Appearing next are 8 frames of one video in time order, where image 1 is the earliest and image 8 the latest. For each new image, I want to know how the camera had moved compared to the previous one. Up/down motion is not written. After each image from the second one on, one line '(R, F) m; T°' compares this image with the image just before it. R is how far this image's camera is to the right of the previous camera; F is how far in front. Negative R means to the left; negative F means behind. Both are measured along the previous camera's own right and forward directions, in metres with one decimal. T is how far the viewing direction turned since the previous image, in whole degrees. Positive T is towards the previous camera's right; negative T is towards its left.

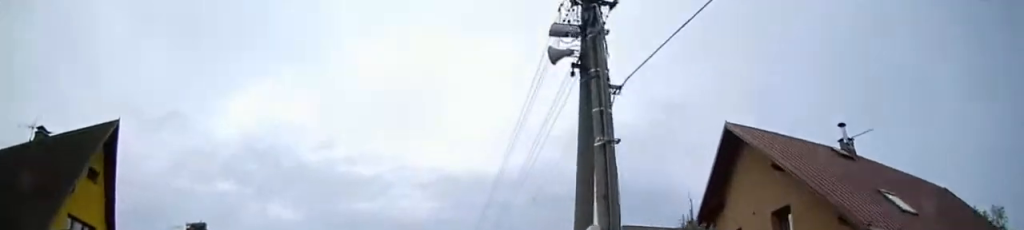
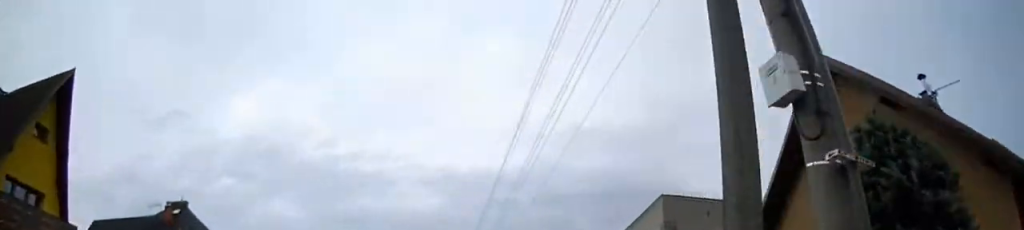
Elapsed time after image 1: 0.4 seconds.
(0.0, +4.4) m; -1°
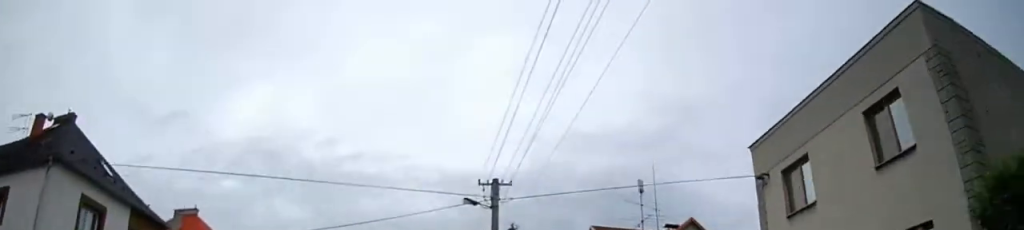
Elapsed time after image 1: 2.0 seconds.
(-0.3, +15.4) m; -1°
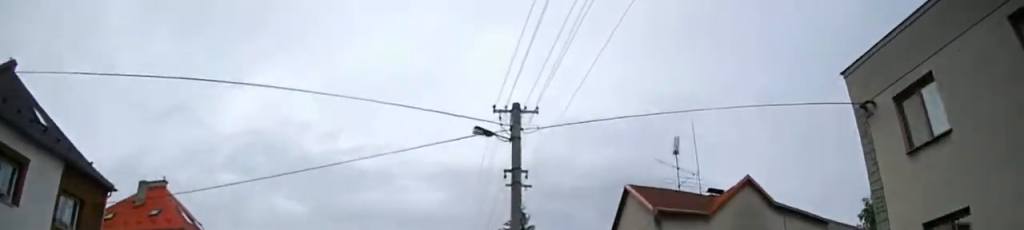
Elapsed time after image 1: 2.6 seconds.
(0.0, +5.4) m; 0°
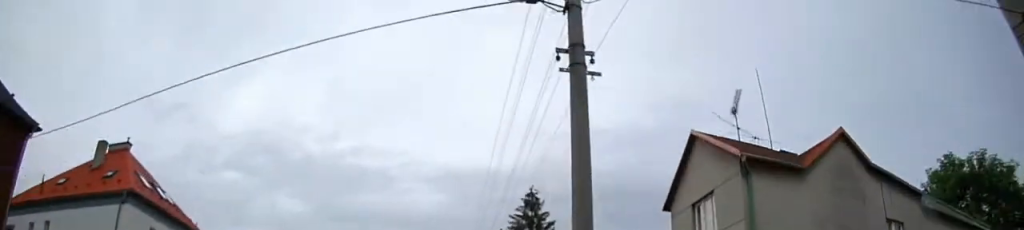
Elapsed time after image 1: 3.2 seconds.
(-0.1, +5.8) m; 0°
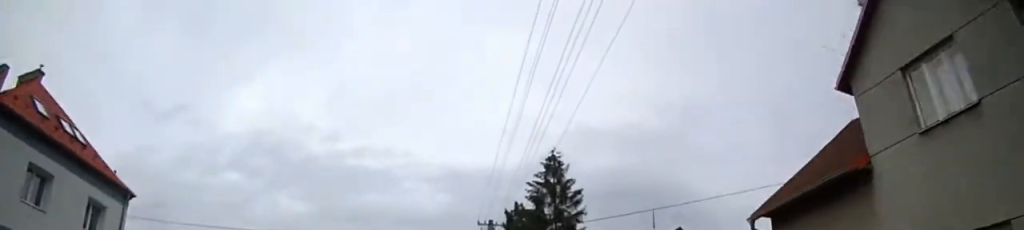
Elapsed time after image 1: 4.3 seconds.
(0.0, +9.5) m; -1°
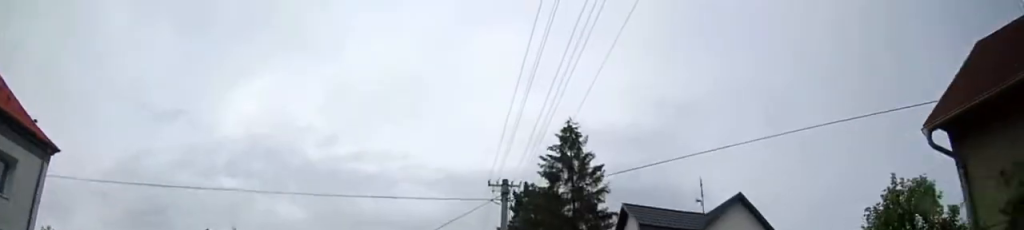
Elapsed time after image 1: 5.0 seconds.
(0.0, +6.1) m; 0°
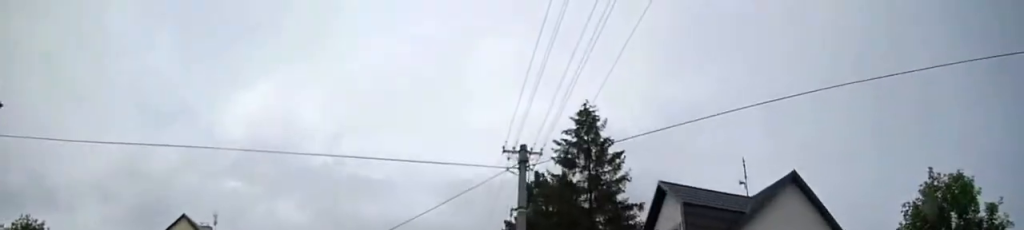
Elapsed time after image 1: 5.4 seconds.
(-0.1, +3.8) m; 0°
